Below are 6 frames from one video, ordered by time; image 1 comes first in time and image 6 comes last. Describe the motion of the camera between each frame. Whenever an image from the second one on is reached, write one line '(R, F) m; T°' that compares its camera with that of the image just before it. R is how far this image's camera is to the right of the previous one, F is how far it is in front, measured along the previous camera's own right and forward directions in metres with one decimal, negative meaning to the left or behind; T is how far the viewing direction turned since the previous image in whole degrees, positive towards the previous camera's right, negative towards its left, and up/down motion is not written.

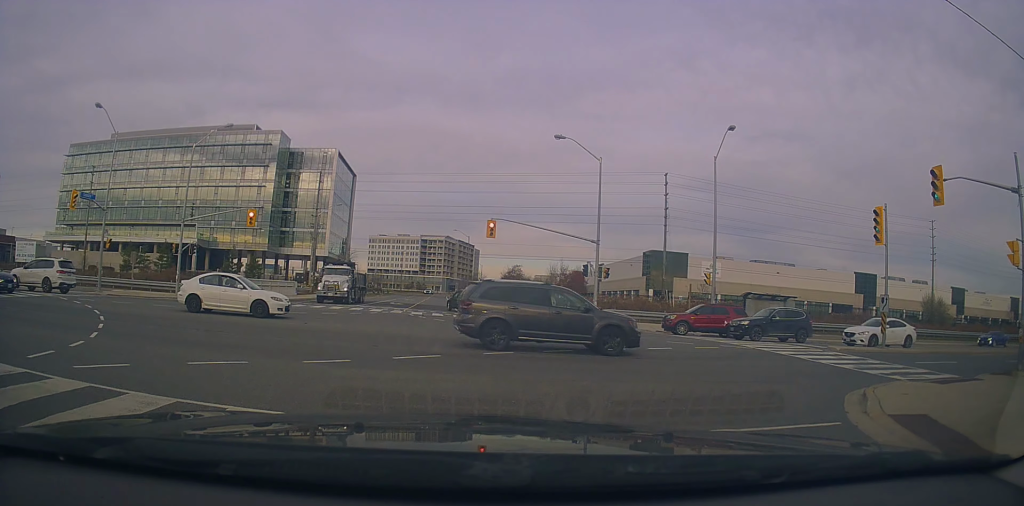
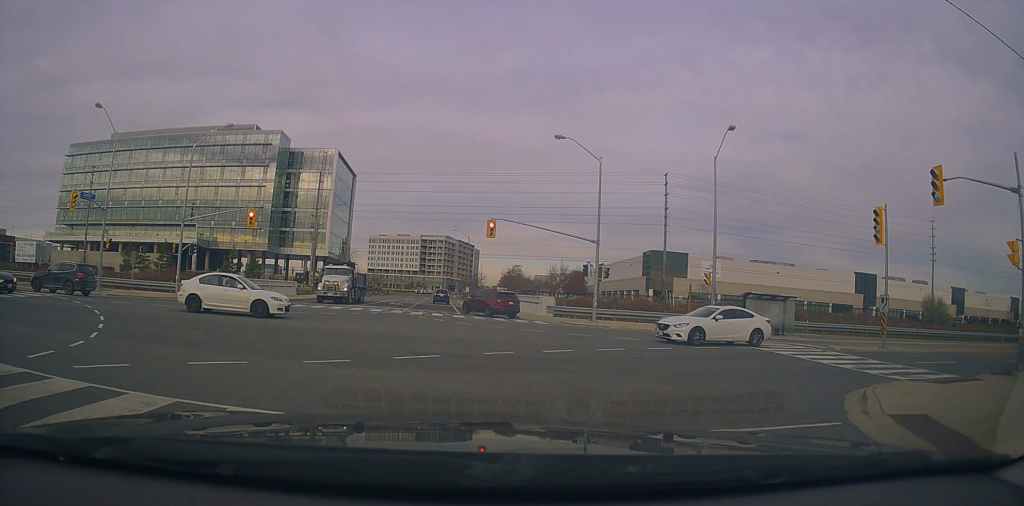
(0.0, 0.0) m; 0°
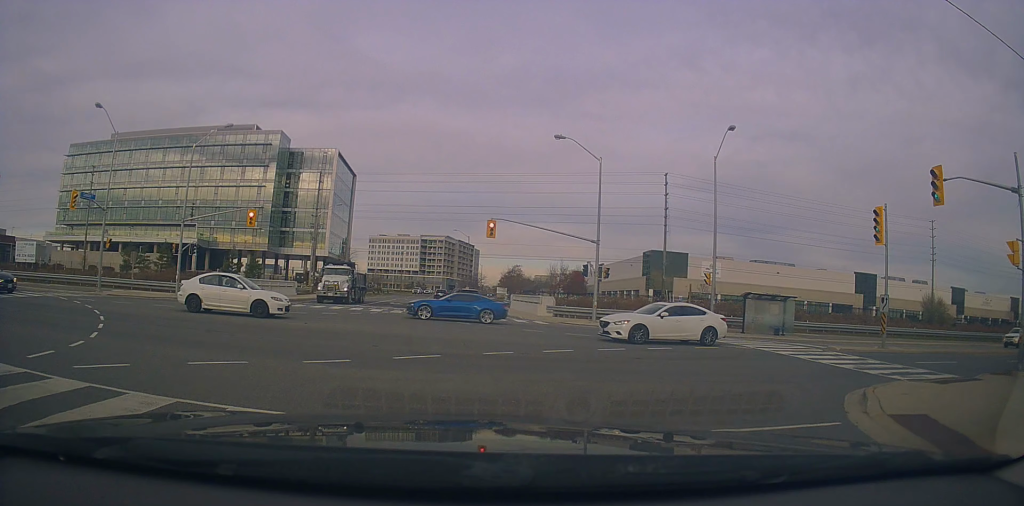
(0.0, 0.0) m; 0°
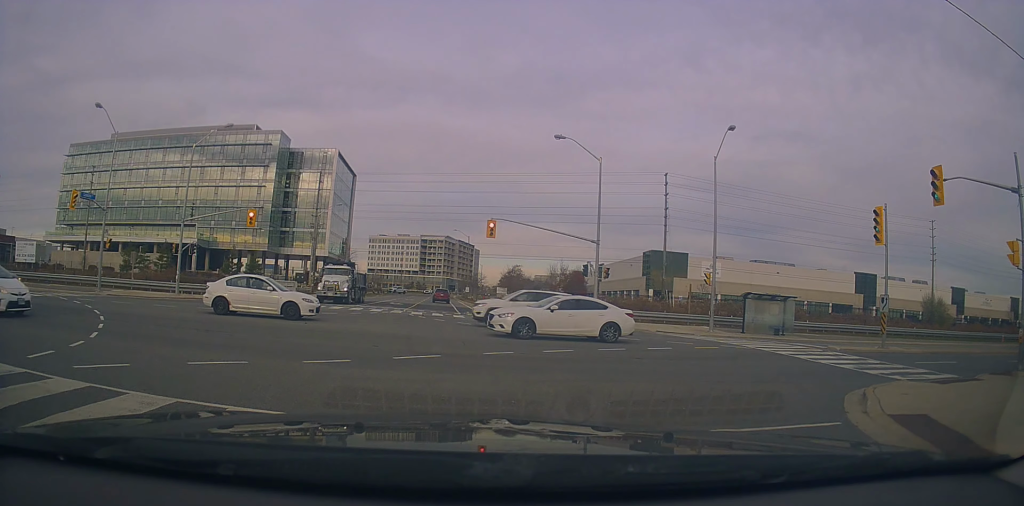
(0.0, 0.0) m; 0°
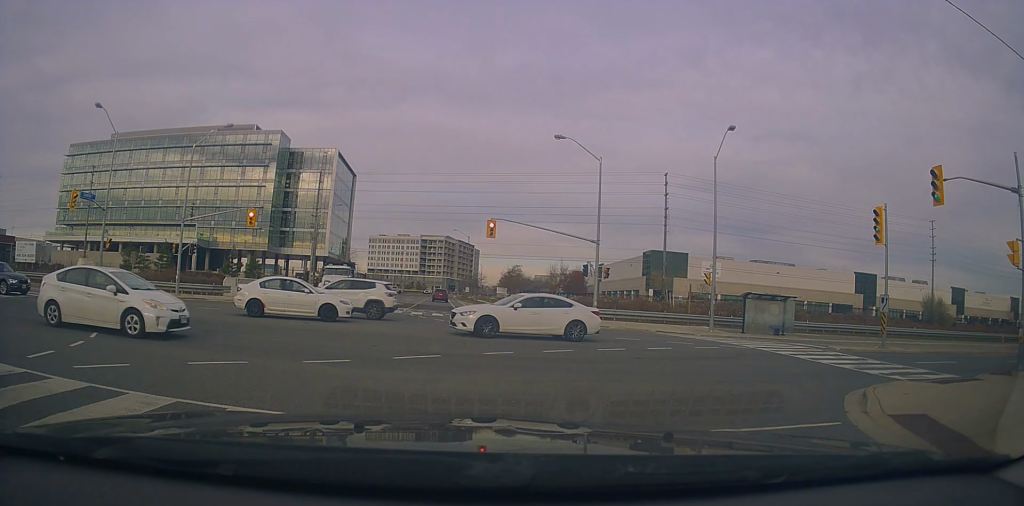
(0.0, 0.0) m; 0°
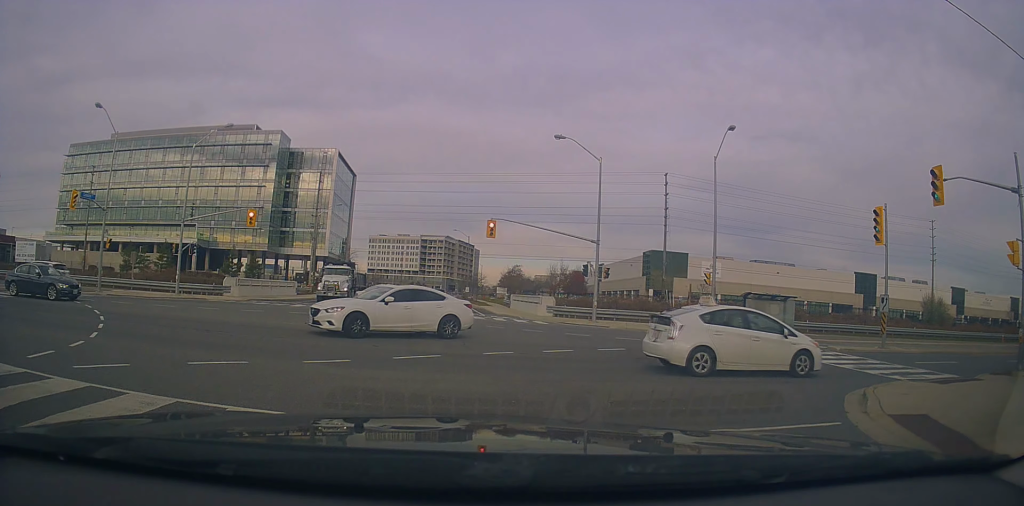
(0.0, 0.0) m; 0°
